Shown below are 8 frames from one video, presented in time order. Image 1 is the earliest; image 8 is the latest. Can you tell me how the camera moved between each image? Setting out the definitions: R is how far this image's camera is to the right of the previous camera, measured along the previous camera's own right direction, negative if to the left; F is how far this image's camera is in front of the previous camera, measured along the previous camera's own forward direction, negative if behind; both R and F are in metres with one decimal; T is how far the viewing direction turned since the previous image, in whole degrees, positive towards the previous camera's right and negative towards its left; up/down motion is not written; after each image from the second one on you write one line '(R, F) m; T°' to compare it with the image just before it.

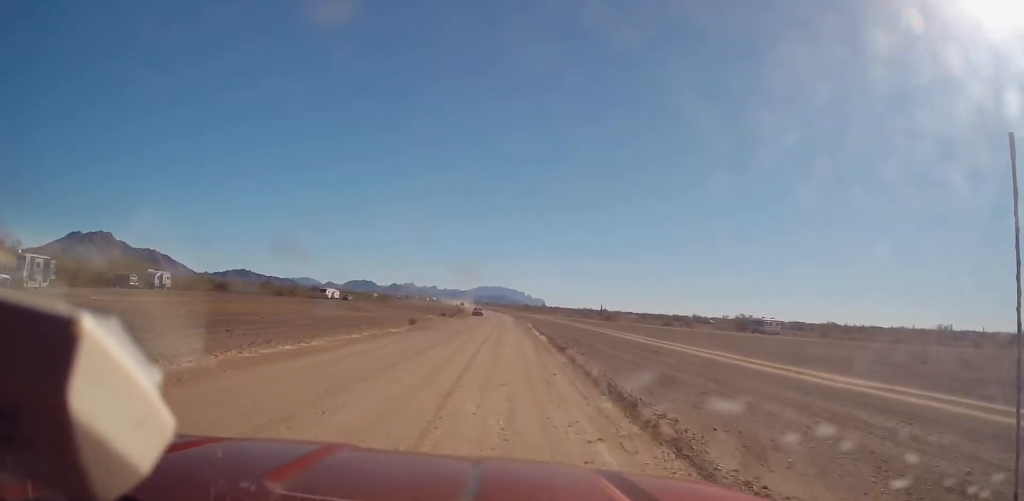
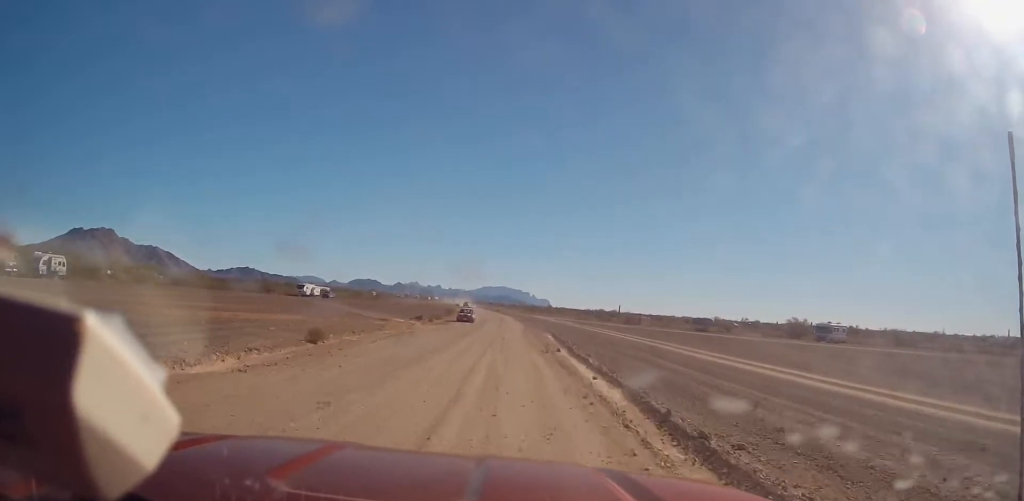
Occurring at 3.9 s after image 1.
(+0.1, +26.5) m; 0°
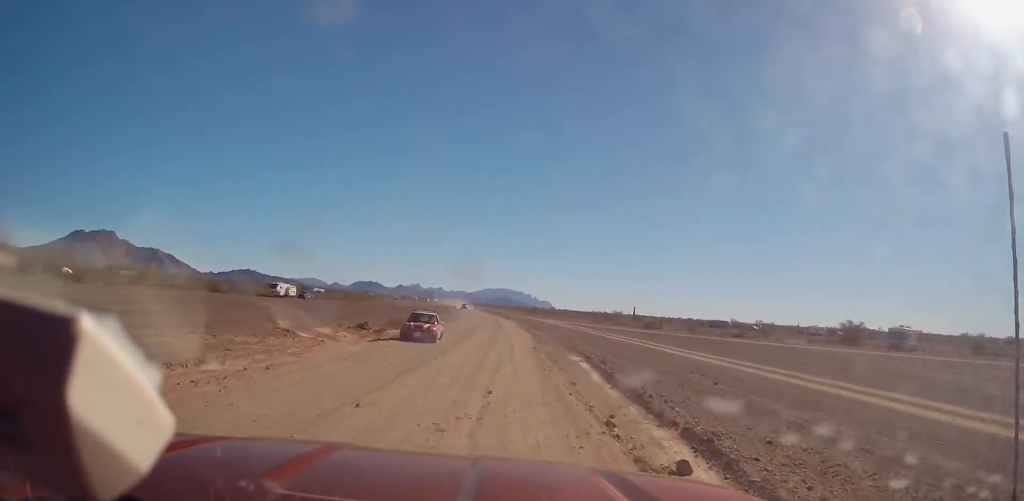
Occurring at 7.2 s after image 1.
(+0.2, +21.6) m; 0°
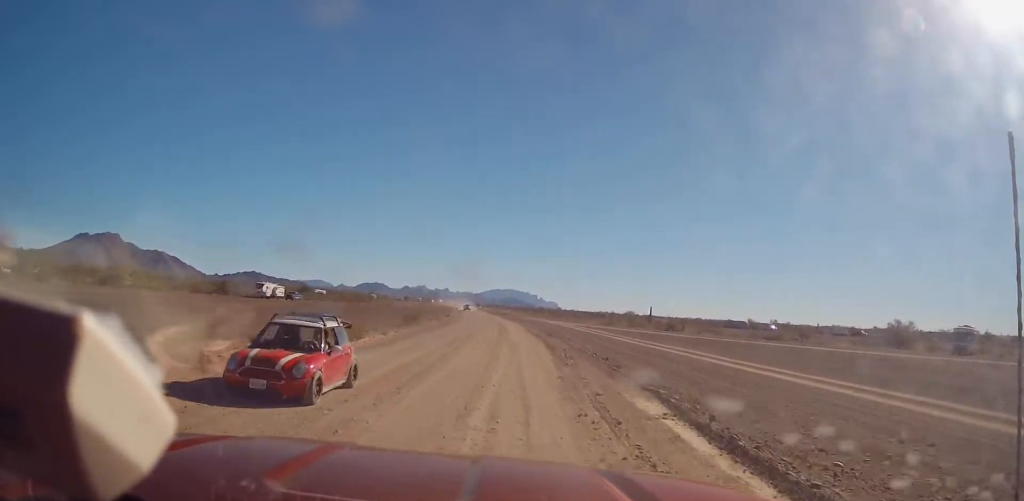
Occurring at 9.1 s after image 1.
(0.0, +12.6) m; -1°
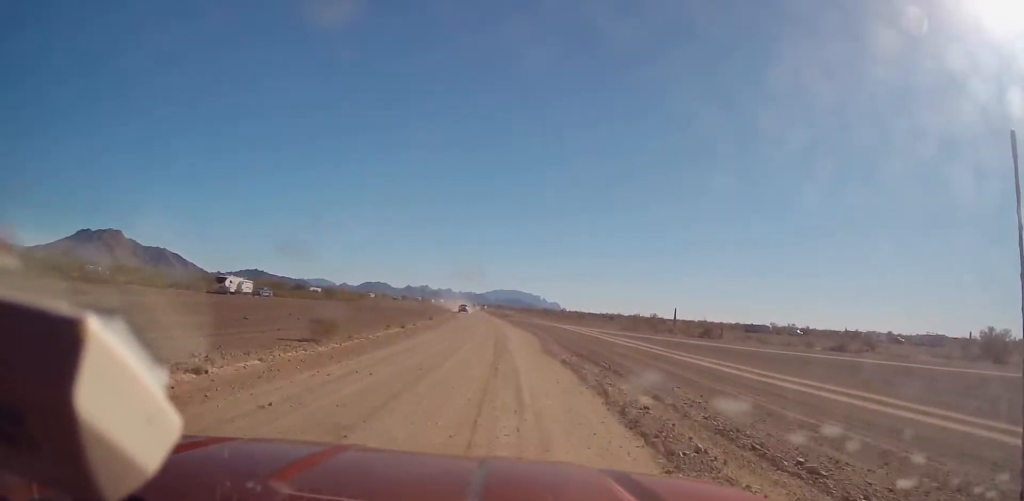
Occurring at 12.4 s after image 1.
(-0.4, +20.7) m; -1°
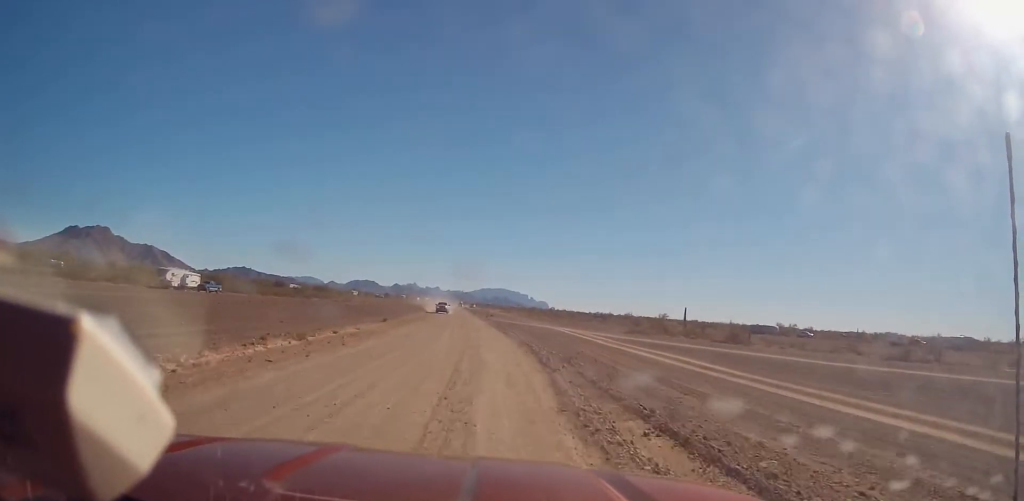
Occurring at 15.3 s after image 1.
(0.0, +17.1) m; -1°
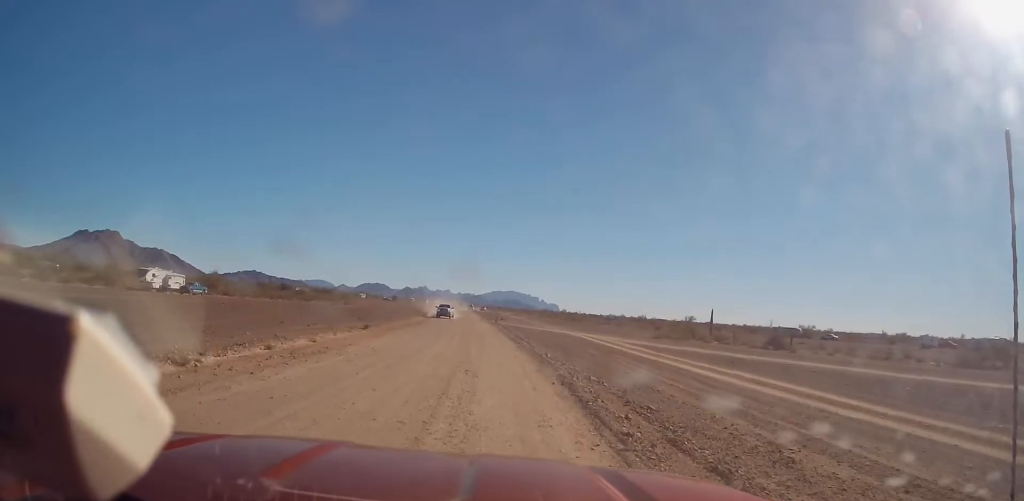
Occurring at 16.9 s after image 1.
(+0.3, +9.3) m; -1°
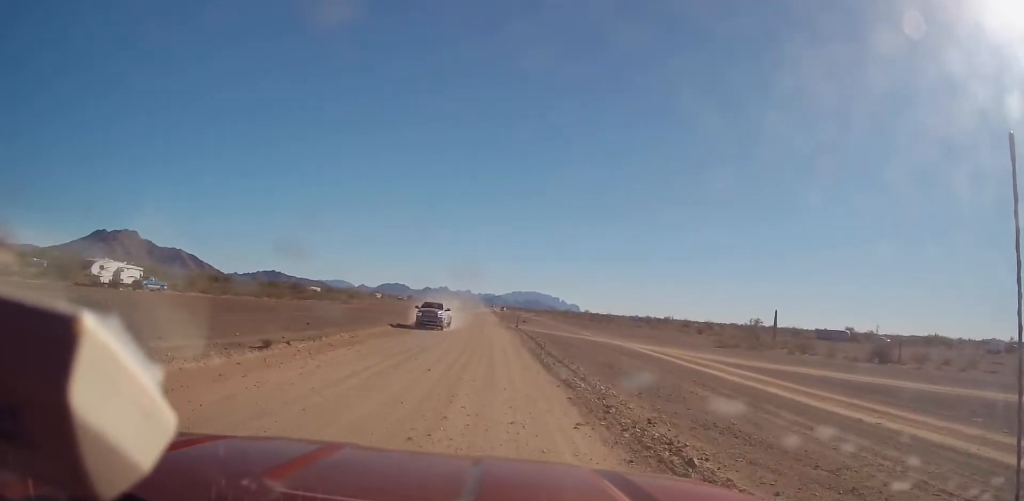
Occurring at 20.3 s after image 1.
(-0.8, +19.1) m; -1°
